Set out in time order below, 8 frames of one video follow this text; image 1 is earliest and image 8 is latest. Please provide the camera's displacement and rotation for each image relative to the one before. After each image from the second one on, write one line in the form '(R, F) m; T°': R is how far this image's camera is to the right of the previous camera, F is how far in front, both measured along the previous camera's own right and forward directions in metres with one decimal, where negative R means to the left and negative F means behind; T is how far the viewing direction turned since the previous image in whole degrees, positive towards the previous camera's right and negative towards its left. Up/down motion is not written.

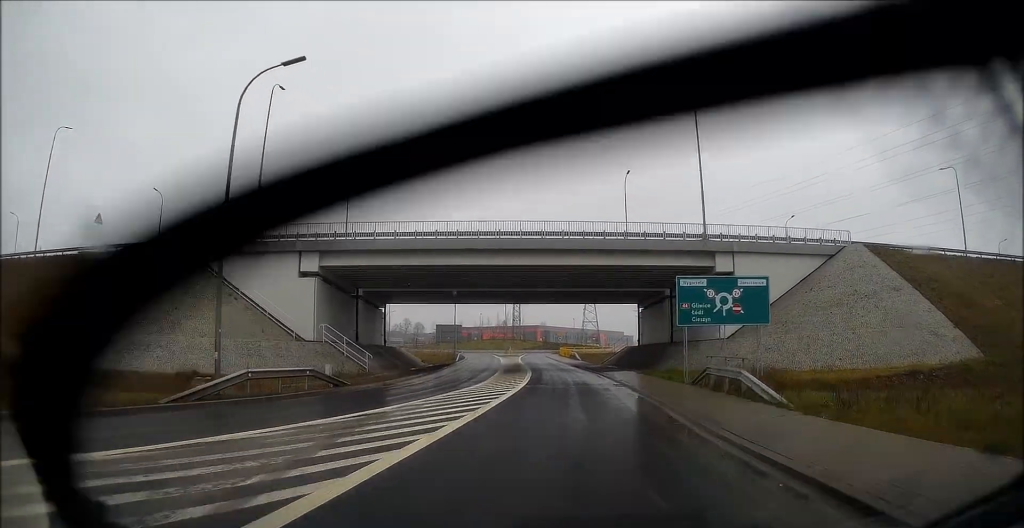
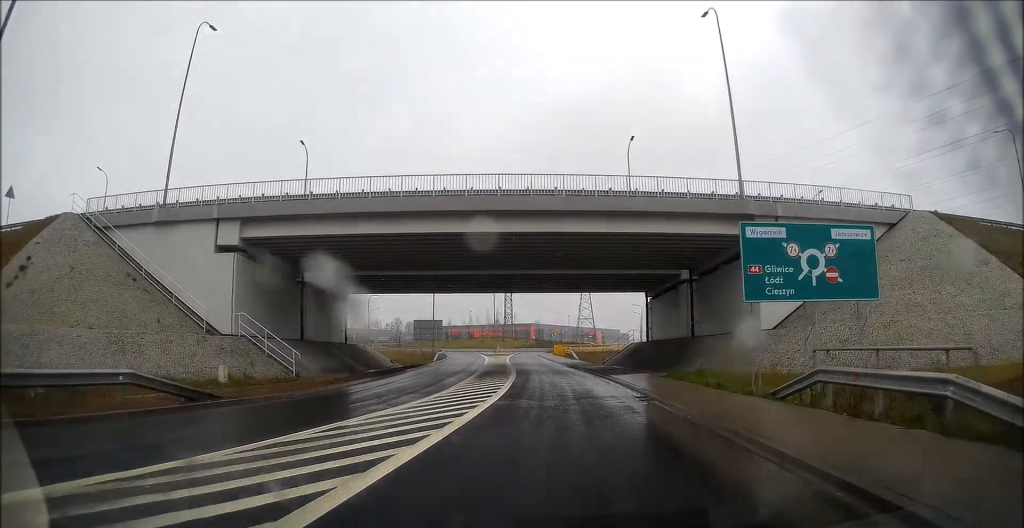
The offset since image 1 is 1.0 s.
(+0.1, +10.0) m; 0°
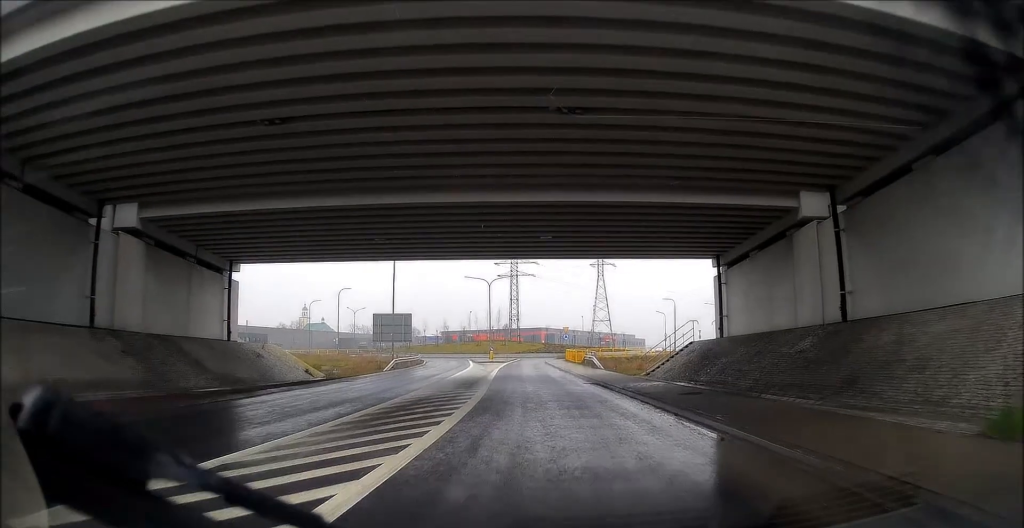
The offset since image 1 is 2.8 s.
(-0.2, +20.1) m; -1°
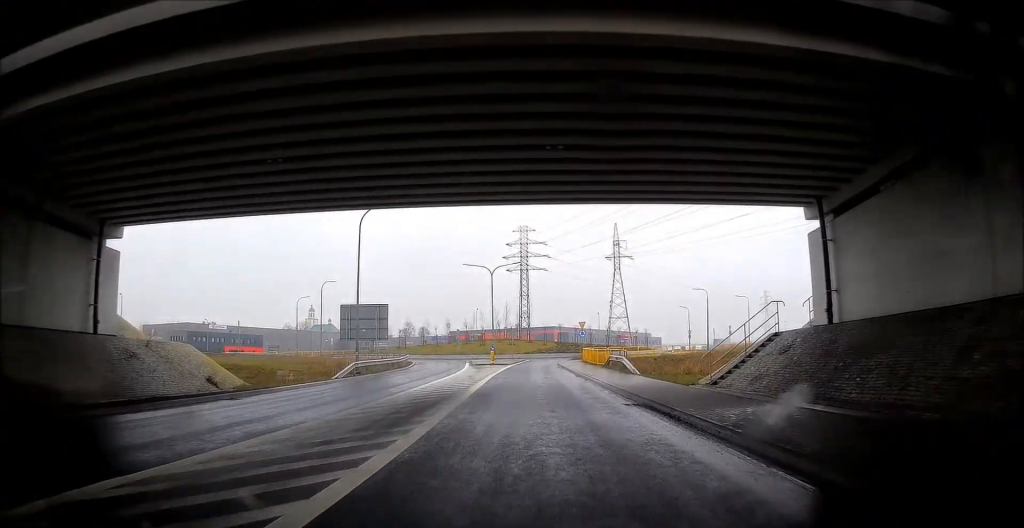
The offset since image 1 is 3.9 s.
(-0.2, +11.1) m; -2°
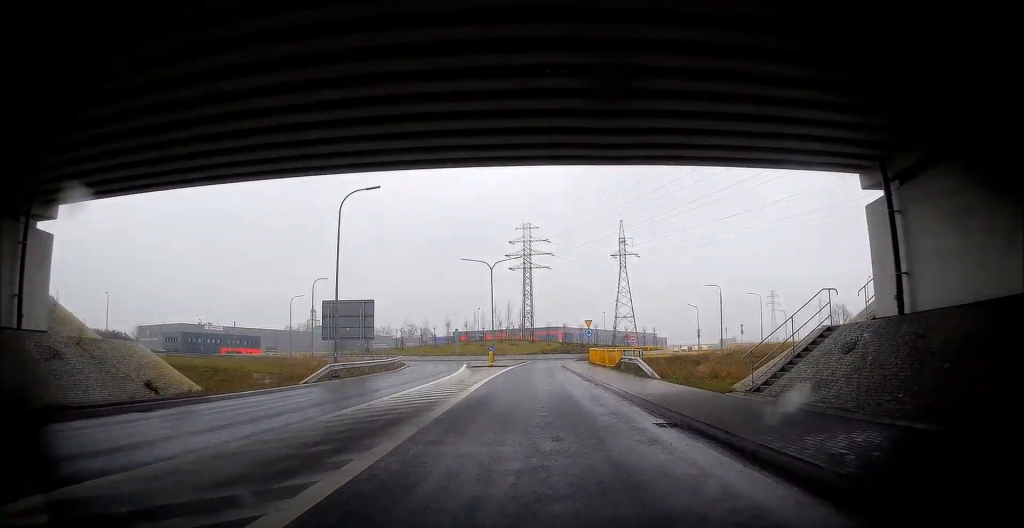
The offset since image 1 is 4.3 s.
(0.0, +4.2) m; 0°
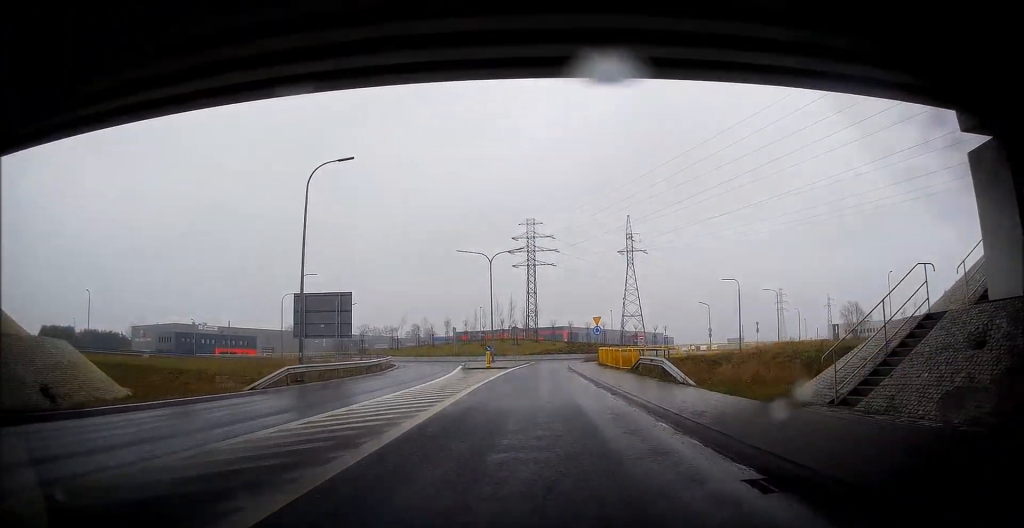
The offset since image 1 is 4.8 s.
(-0.1, +5.1) m; 0°
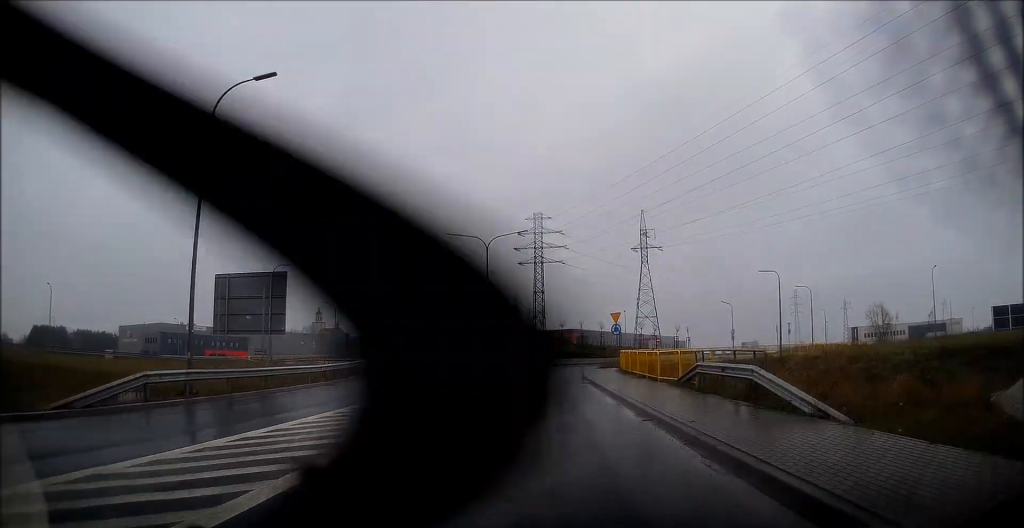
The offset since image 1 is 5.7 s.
(0.0, +9.2) m; 0°
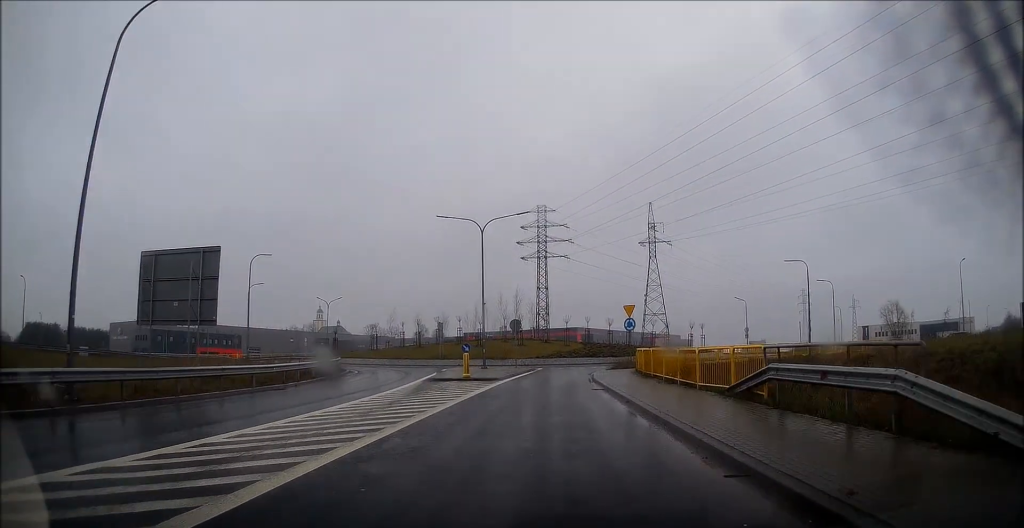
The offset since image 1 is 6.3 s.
(0.0, +5.4) m; 0°
